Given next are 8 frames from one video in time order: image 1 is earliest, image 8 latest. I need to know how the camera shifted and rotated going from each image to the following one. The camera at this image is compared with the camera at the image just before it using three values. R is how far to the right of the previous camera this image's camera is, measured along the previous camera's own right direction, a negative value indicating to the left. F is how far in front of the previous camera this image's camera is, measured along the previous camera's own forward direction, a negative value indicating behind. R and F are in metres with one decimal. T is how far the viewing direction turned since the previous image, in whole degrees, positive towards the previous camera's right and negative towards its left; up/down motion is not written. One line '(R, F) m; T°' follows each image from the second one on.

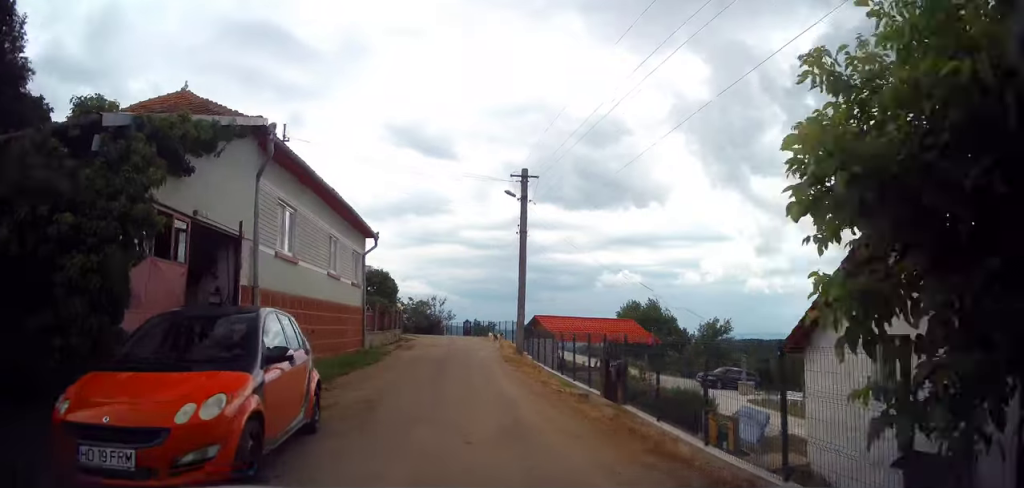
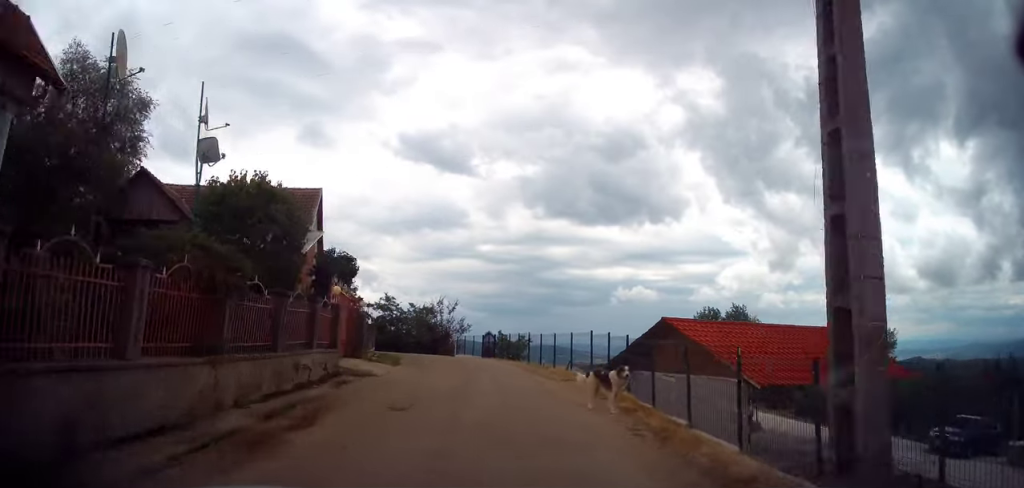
(+0.5, +19.3) m; +3°
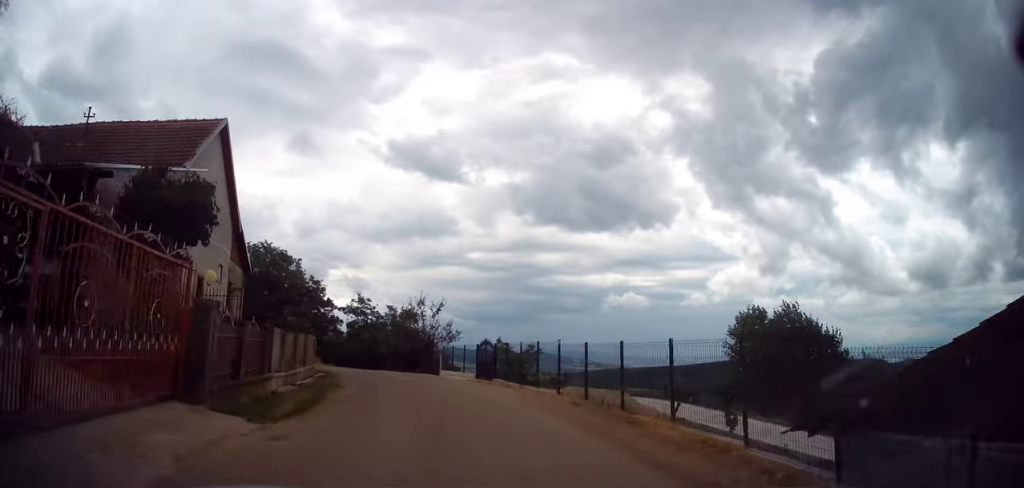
(0.0, +10.6) m; -2°
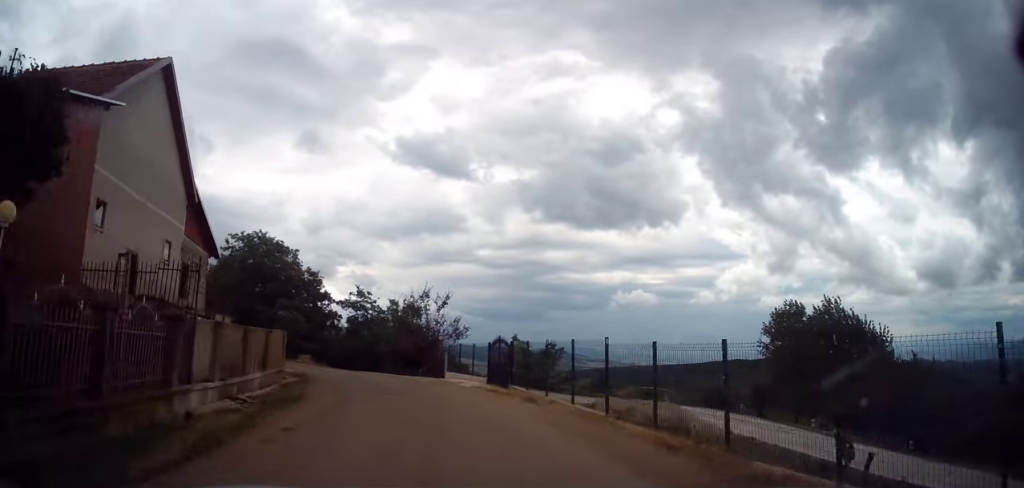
(-0.1, +4.3) m; -3°
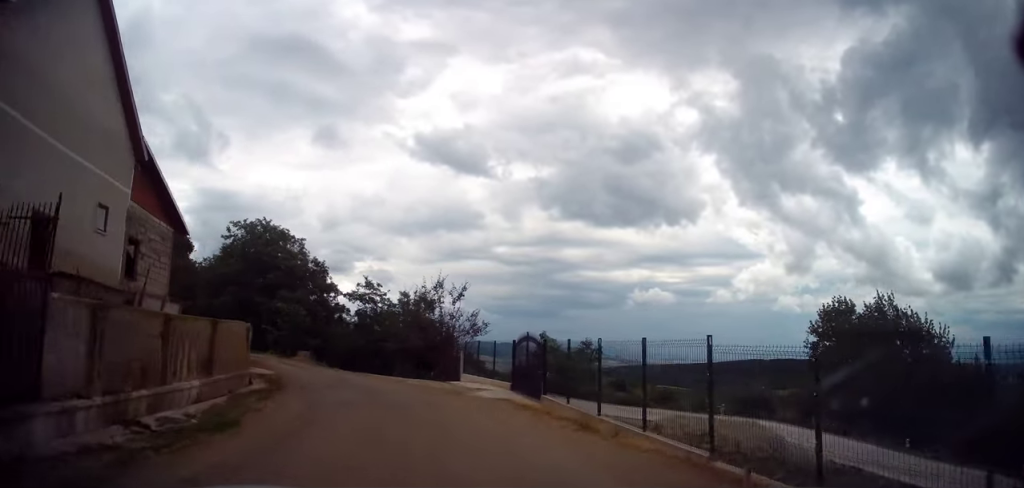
(+0.1, +4.0) m; -3°
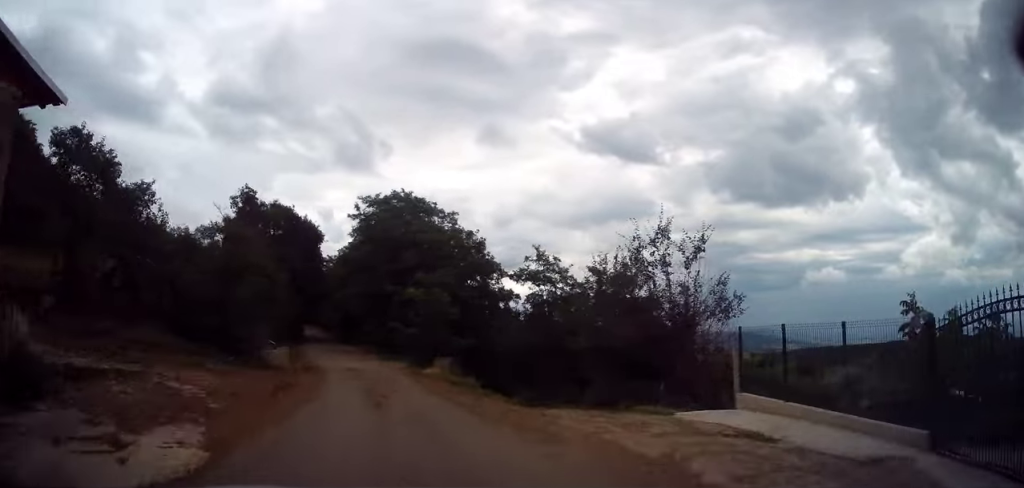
(-1.8, +12.7) m; -17°
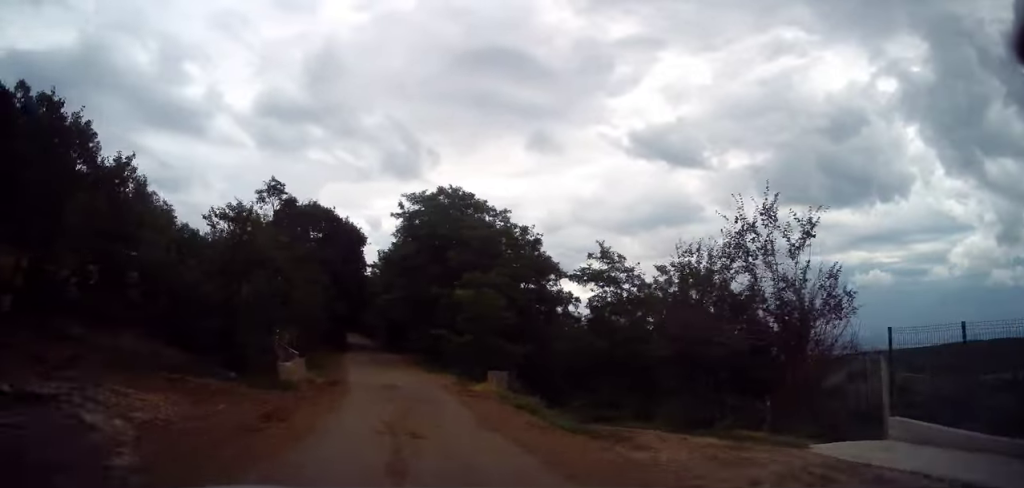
(-0.1, +3.6) m; -5°
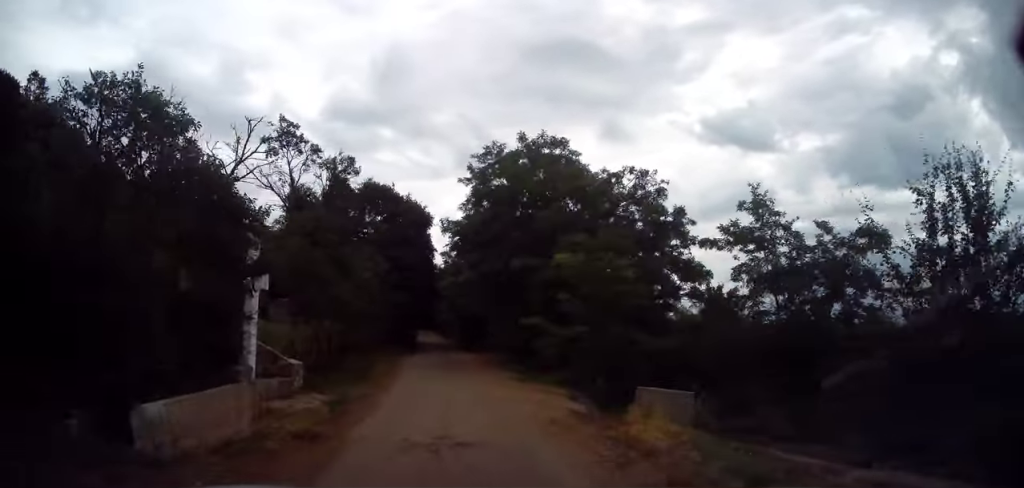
(-0.9, +8.8) m; -6°
